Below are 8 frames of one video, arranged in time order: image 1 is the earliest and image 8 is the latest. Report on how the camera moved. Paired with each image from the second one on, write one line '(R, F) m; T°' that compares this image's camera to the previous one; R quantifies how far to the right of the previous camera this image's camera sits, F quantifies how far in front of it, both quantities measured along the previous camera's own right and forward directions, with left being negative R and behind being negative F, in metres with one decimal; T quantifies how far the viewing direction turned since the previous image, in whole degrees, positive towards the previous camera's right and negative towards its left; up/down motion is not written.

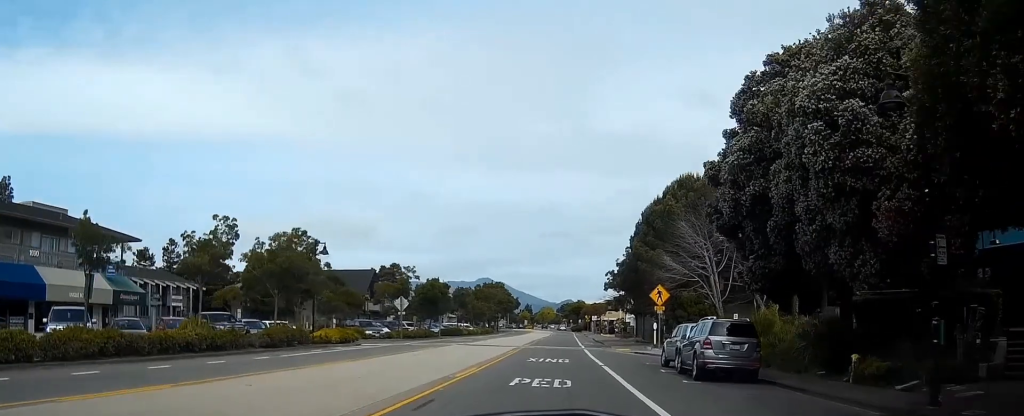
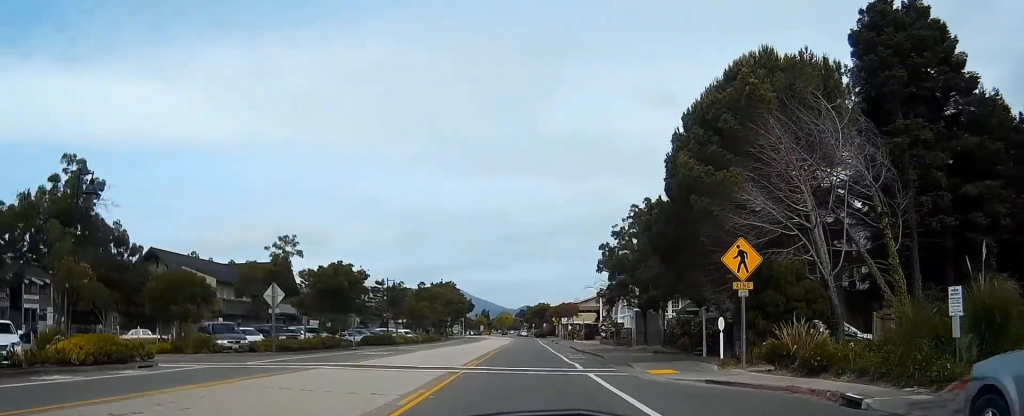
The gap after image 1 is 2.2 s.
(+0.4, +22.7) m; +2°
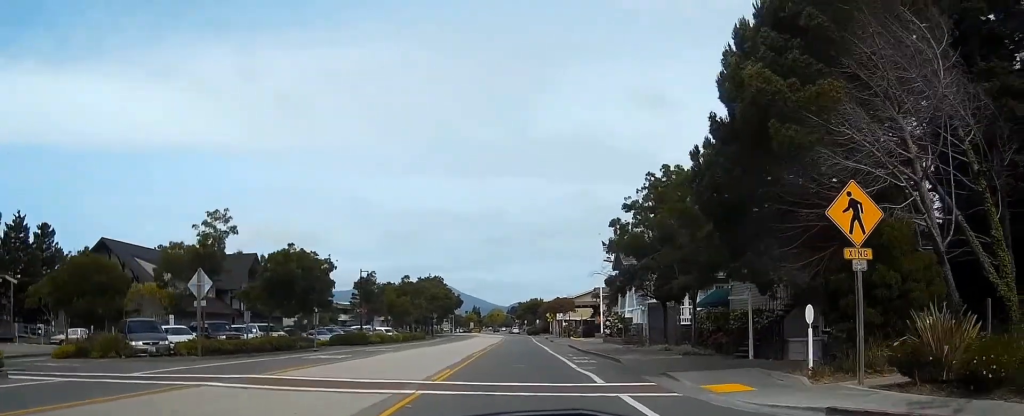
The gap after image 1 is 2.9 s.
(+0.1, +8.1) m; 0°
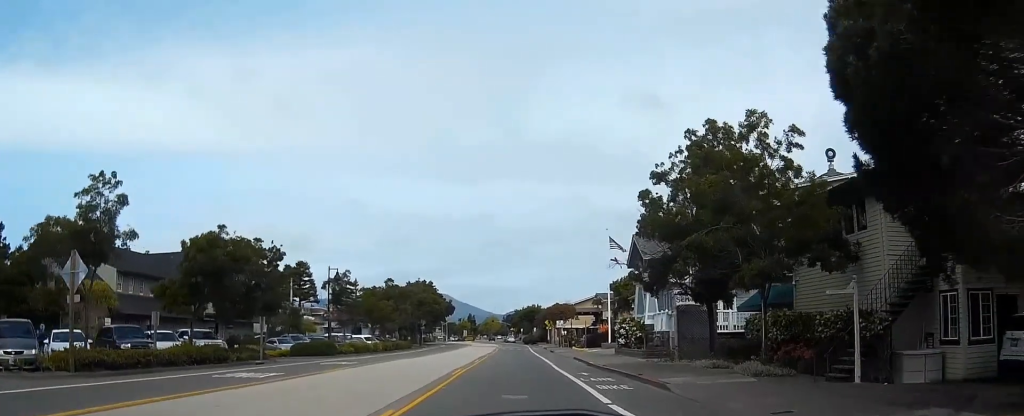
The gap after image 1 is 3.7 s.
(0.0, +9.0) m; 0°
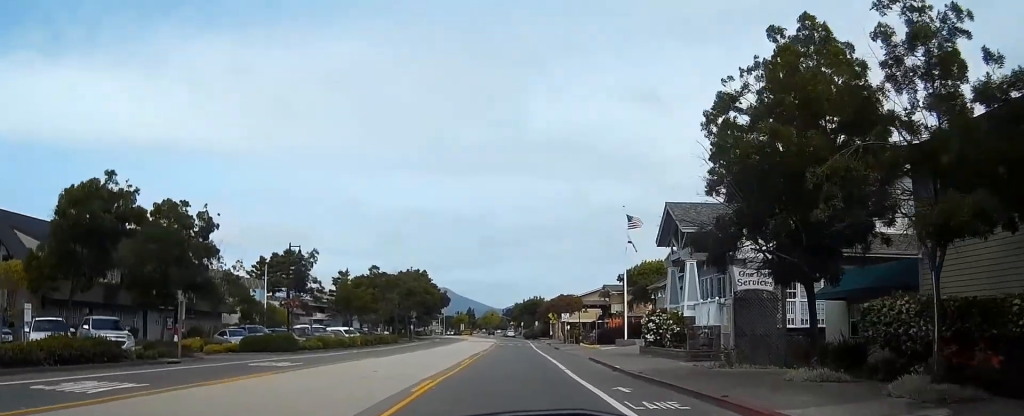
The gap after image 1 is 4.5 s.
(0.0, +9.2) m; 0°
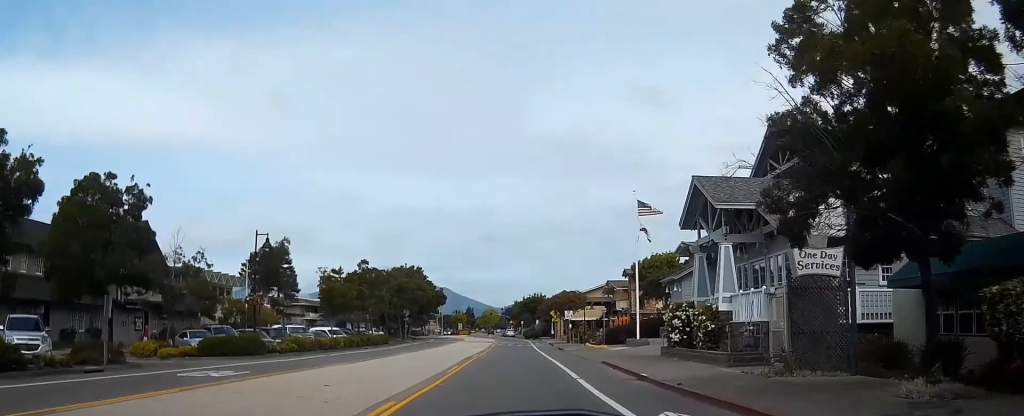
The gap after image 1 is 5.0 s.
(0.0, +5.4) m; -1°
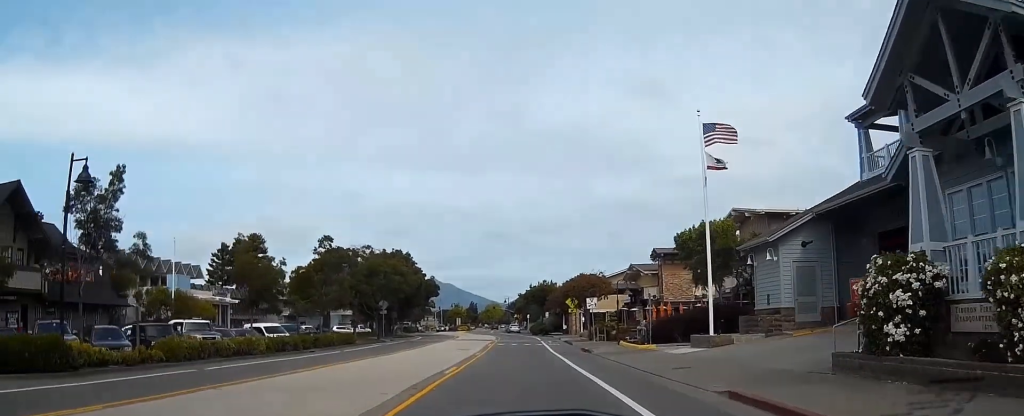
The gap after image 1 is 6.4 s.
(-0.2, +17.1) m; -2°
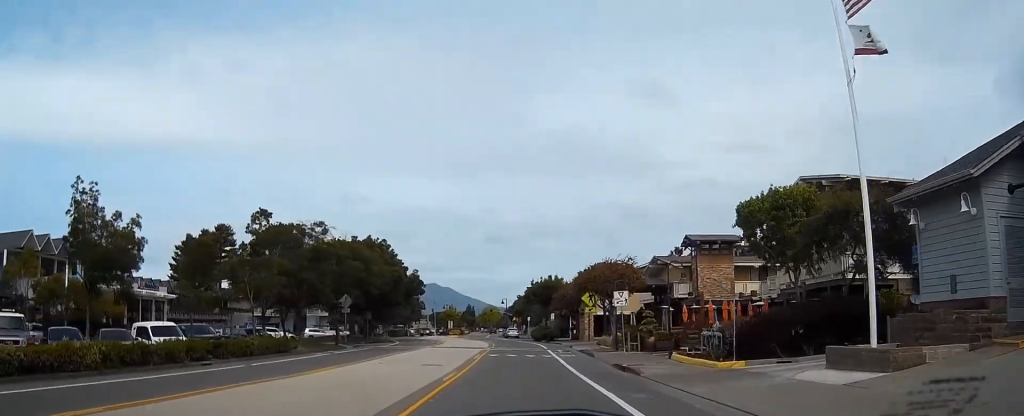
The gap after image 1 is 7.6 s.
(-0.1, +14.9) m; 0°
